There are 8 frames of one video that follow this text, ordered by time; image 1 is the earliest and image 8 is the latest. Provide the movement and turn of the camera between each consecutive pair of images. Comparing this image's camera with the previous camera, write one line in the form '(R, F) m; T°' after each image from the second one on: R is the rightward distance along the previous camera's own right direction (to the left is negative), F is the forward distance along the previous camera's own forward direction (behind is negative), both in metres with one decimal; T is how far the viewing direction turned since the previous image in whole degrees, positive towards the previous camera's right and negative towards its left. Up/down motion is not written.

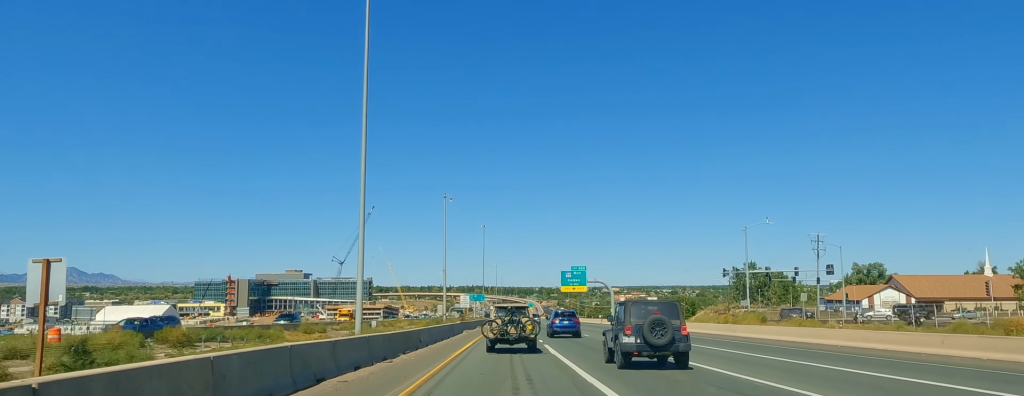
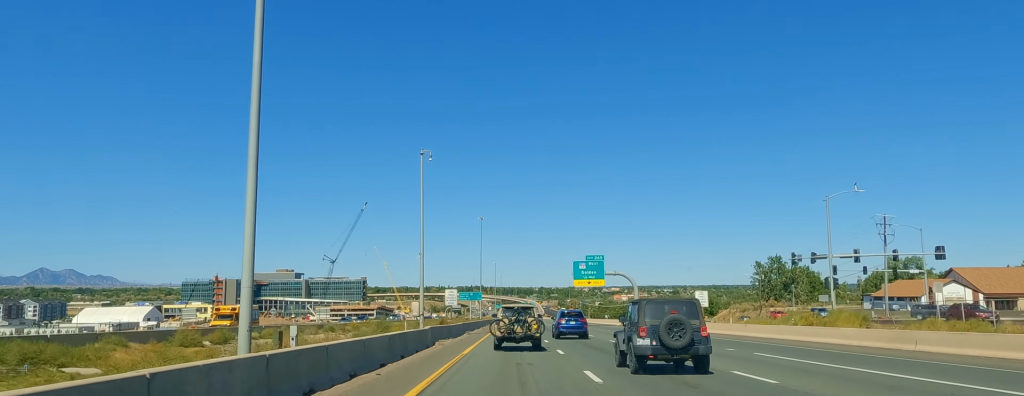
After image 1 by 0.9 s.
(-0.5, +24.7) m; 0°
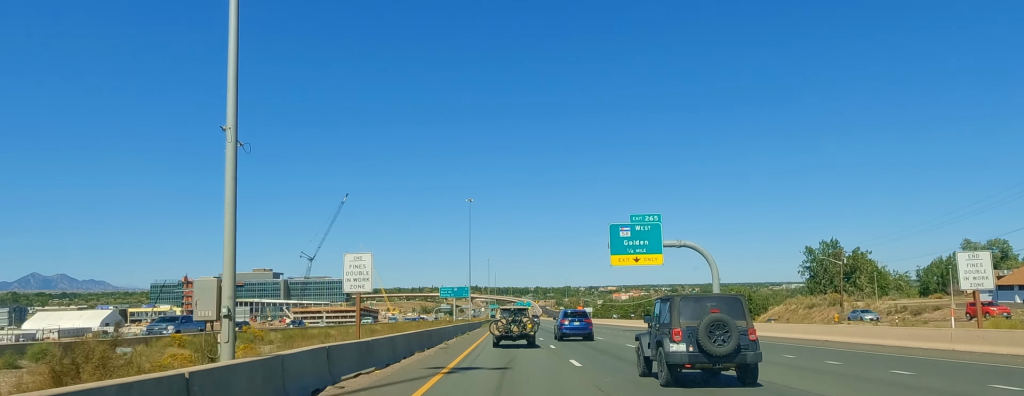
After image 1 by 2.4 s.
(+0.4, +44.1) m; +1°
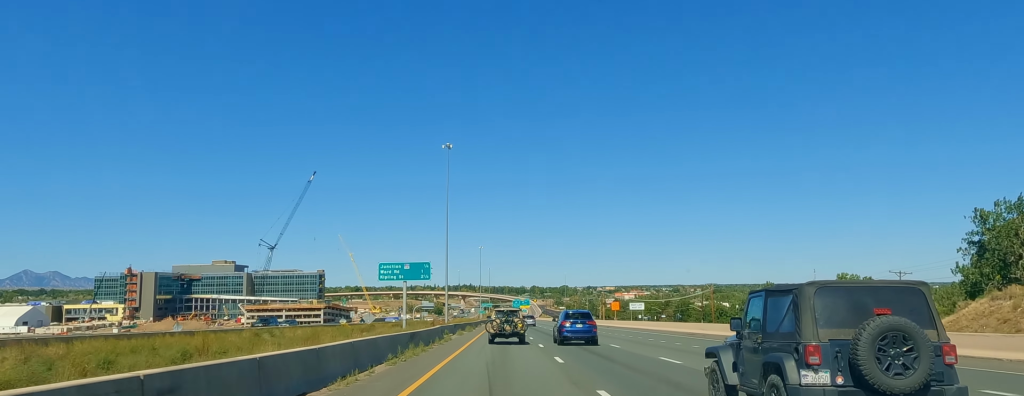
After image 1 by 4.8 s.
(+0.6, +71.1) m; 0°
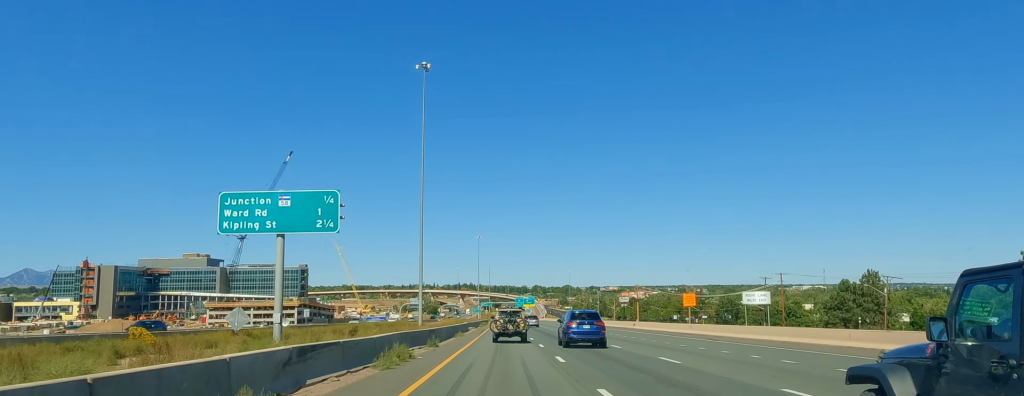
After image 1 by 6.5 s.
(-0.6, +49.0) m; 0°
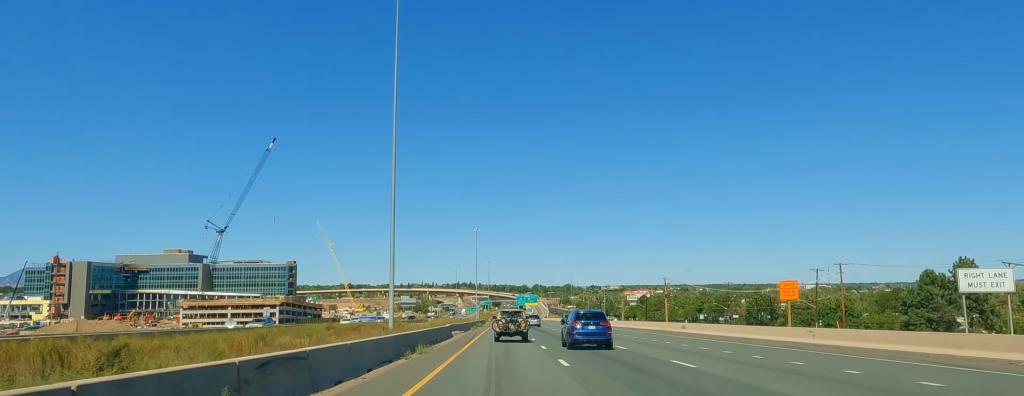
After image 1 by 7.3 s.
(-0.5, +26.2) m; 0°
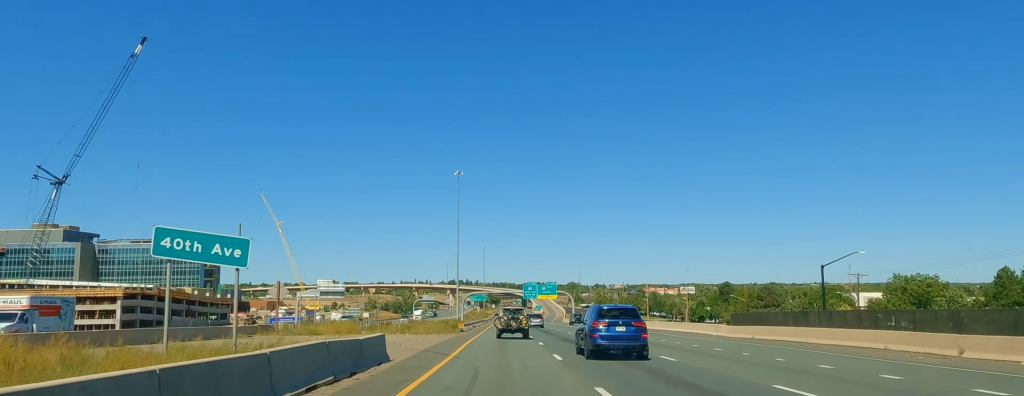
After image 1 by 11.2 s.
(+2.3, +120.5) m; +1°
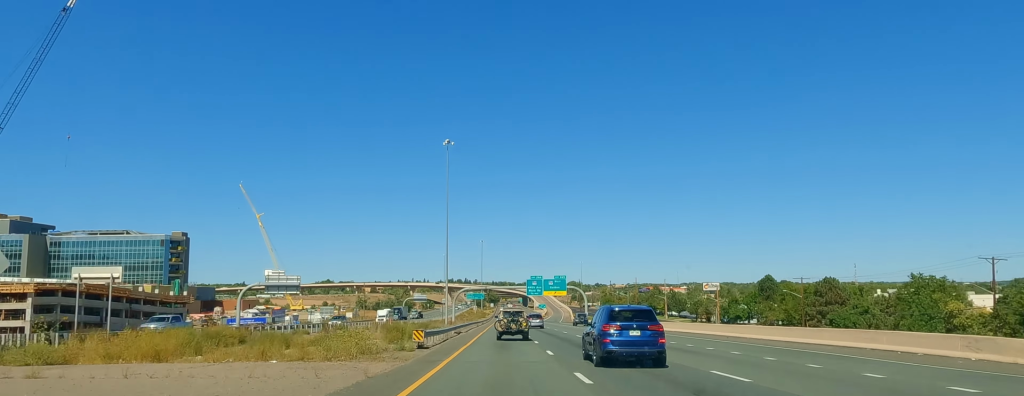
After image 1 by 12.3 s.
(0.0, +32.4) m; -1°
